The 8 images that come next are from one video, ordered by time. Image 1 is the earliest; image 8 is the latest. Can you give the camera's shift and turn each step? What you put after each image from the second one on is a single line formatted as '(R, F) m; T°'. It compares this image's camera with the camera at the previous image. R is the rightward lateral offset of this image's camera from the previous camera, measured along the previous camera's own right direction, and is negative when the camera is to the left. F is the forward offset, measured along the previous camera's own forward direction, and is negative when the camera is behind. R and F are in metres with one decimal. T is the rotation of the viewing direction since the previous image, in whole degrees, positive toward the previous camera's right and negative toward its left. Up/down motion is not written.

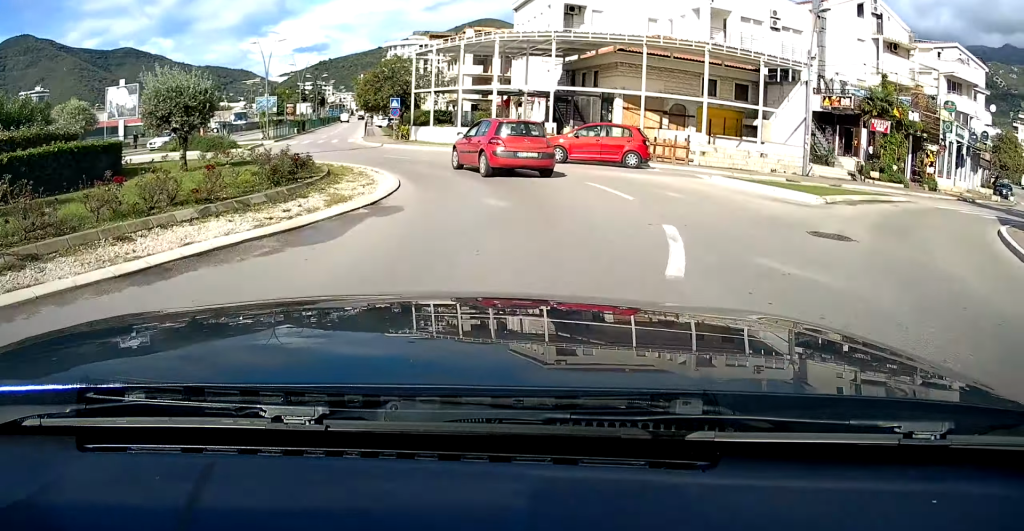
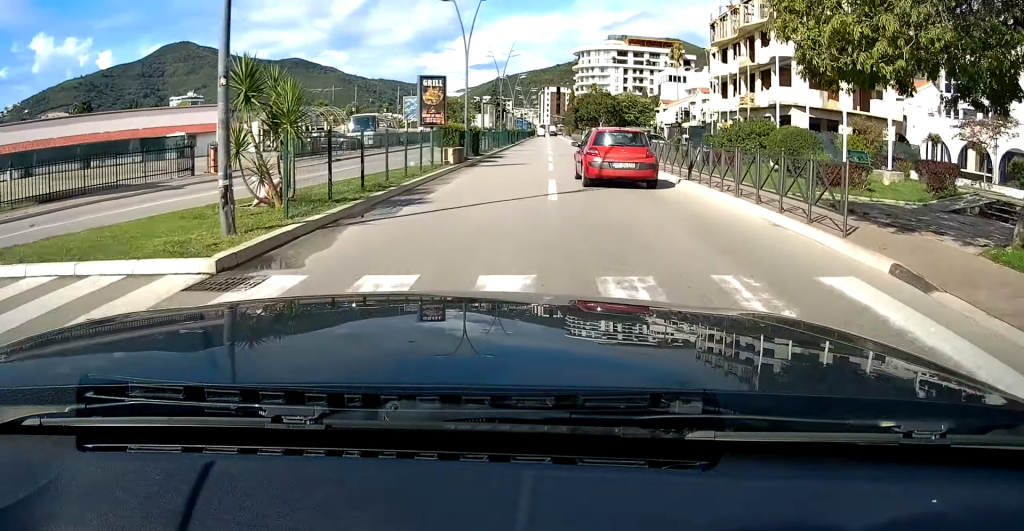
(-6.4, +49.3) m; -7°
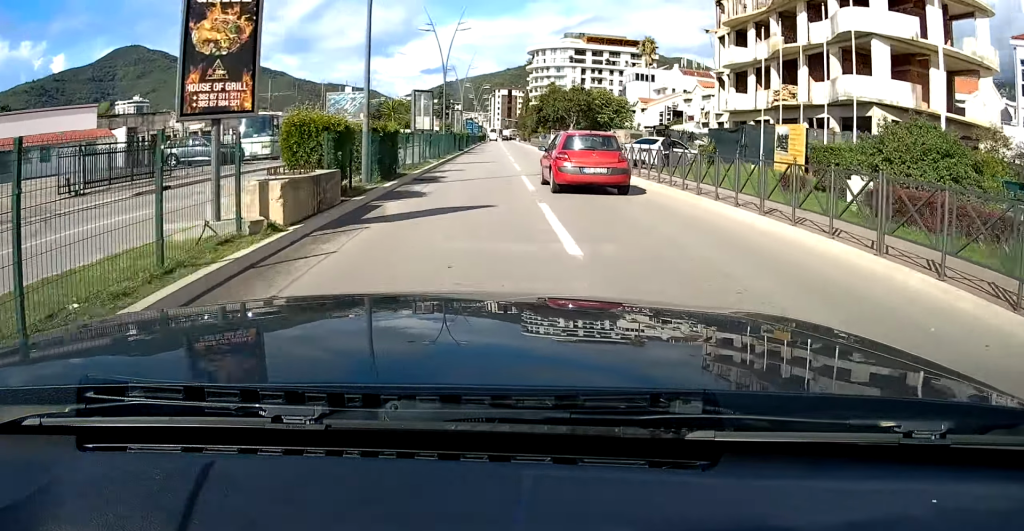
(+0.4, +15.3) m; +3°
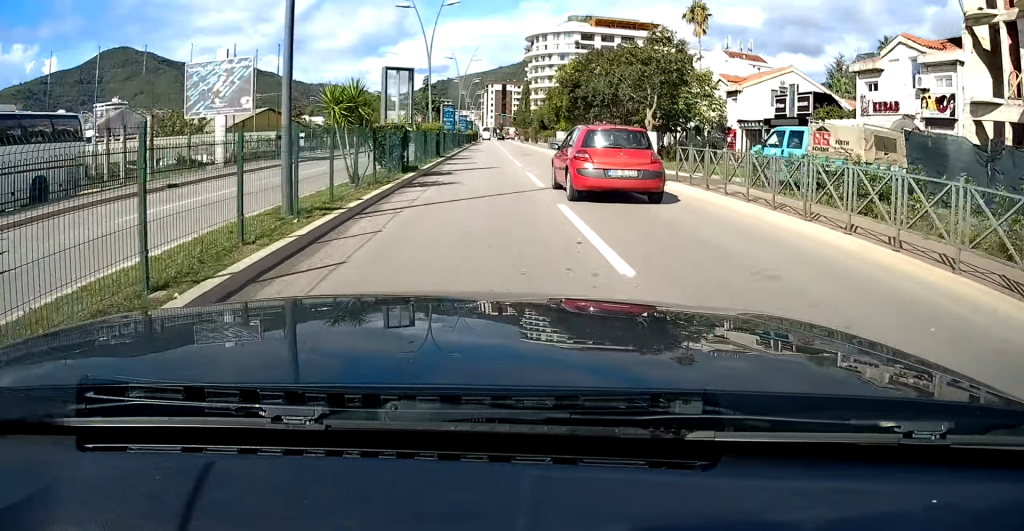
(+0.9, +29.6) m; +2°
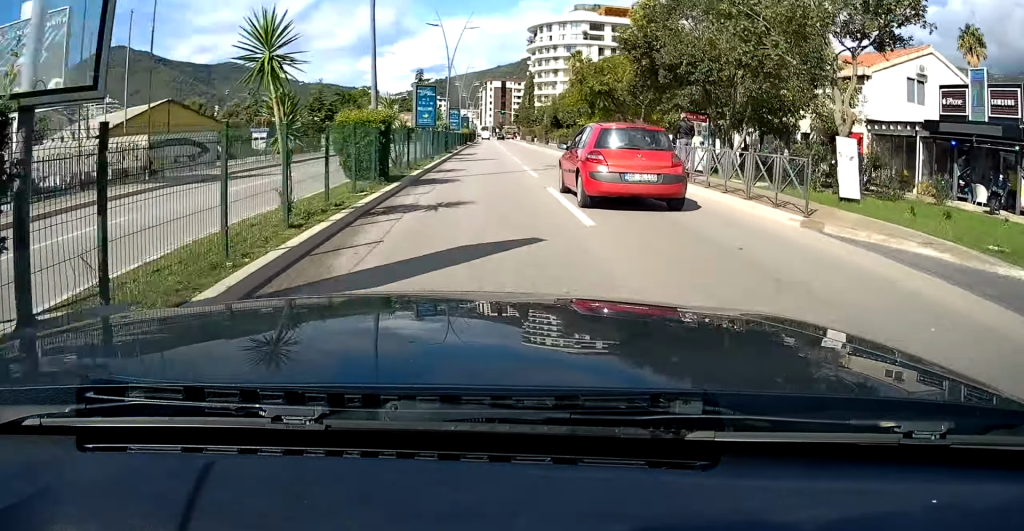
(0.0, +16.0) m; 0°
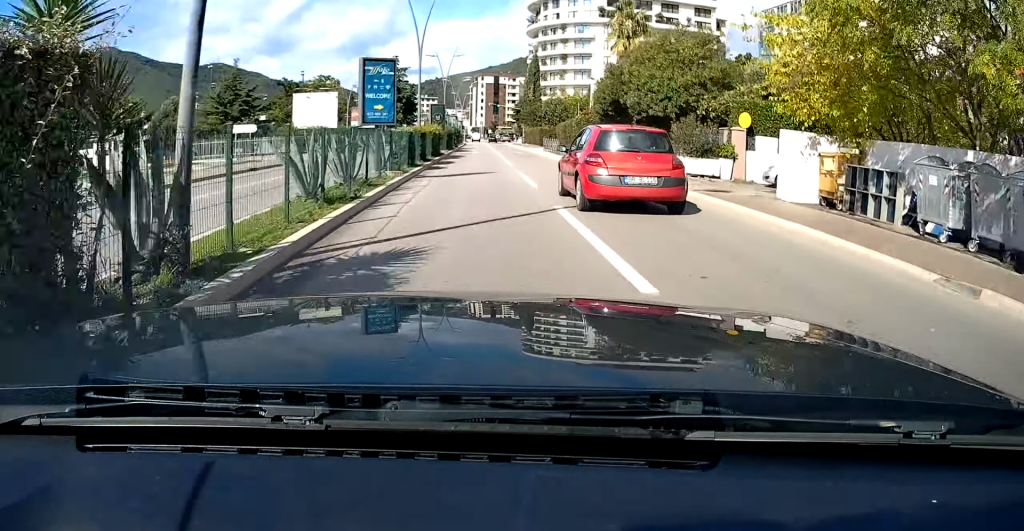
(+0.3, +33.9) m; 0°
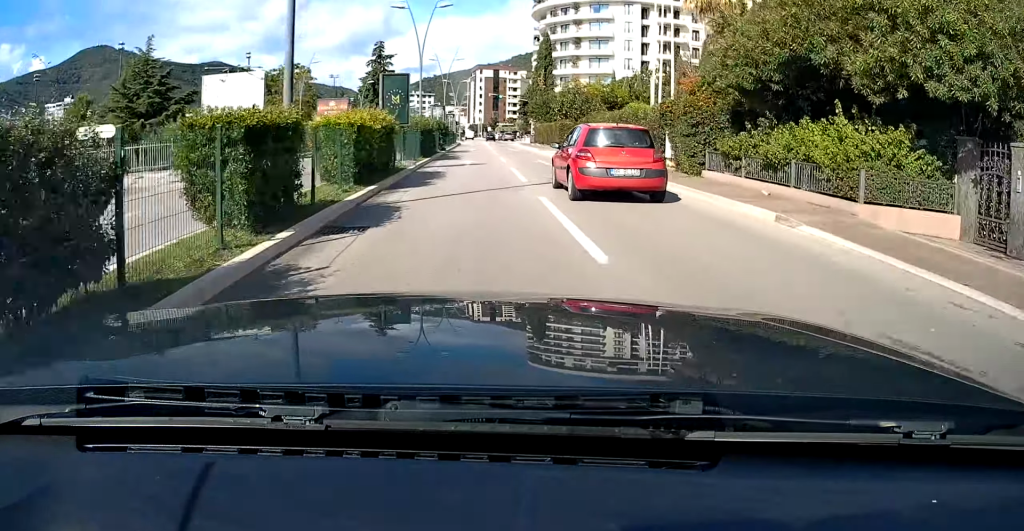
(0.0, +20.5) m; 0°
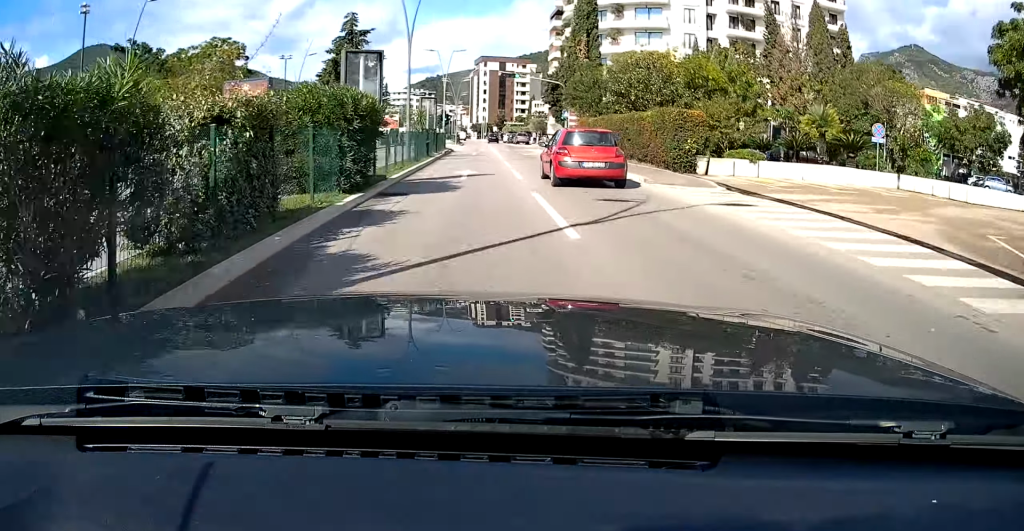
(-0.2, +31.5) m; -1°
